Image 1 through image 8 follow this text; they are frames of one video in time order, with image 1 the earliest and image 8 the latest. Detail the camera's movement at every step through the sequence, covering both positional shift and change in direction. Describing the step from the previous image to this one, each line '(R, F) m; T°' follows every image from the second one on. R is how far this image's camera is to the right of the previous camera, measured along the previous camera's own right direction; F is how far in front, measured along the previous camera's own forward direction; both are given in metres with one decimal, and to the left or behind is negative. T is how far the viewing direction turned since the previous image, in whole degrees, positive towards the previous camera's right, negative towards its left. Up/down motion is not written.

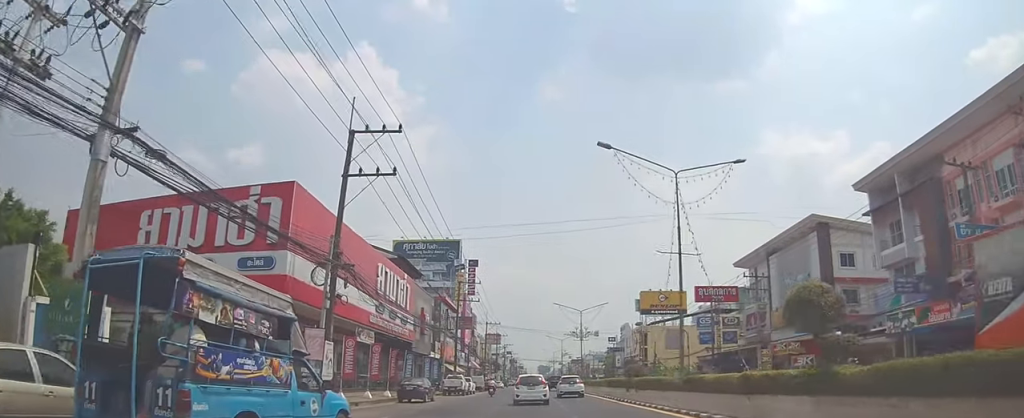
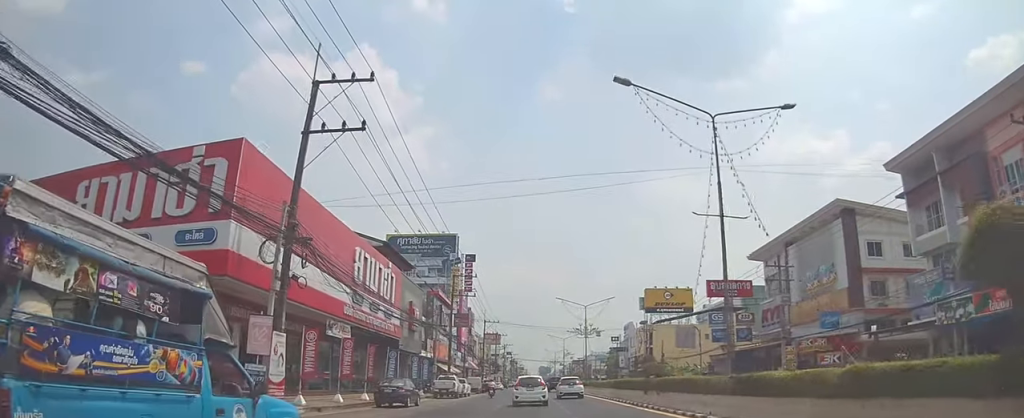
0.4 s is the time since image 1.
(0.0, +4.7) m; 0°
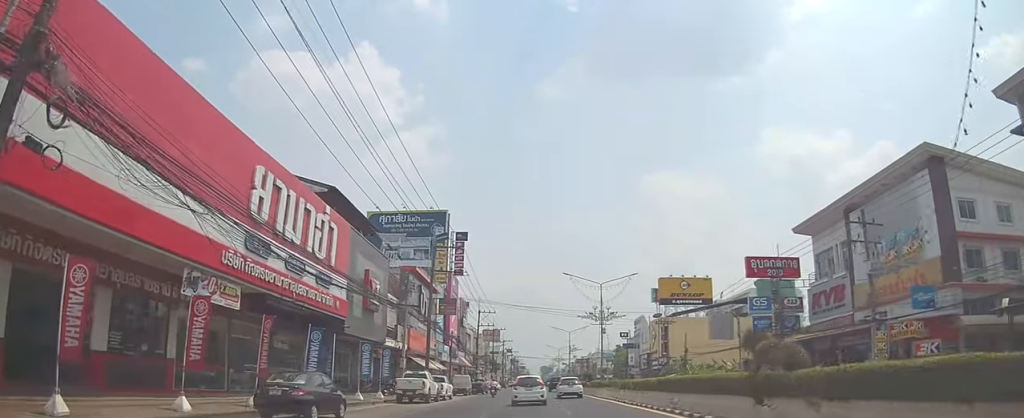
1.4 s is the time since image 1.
(0.0, +12.2) m; 0°
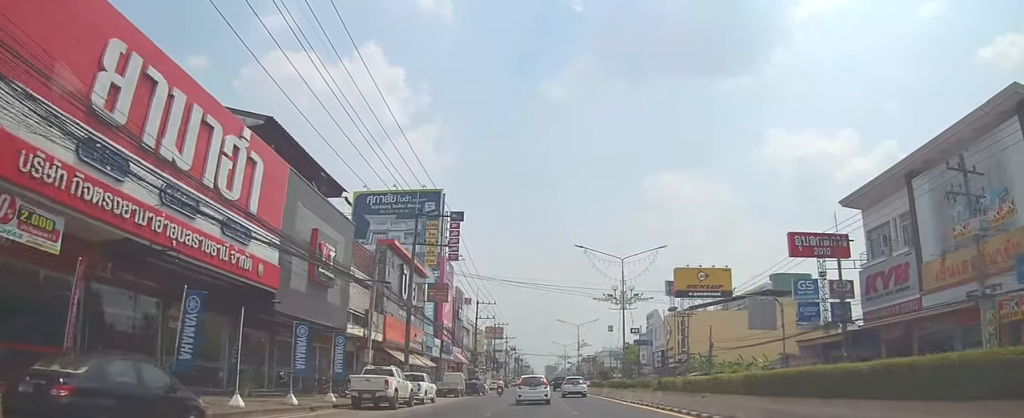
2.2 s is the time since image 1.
(0.0, +8.6) m; 0°
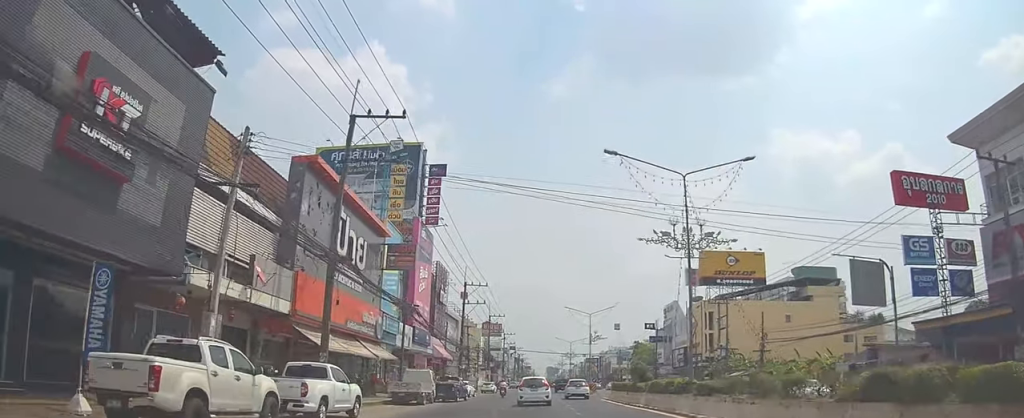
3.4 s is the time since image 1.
(+0.1, +14.6) m; +1°
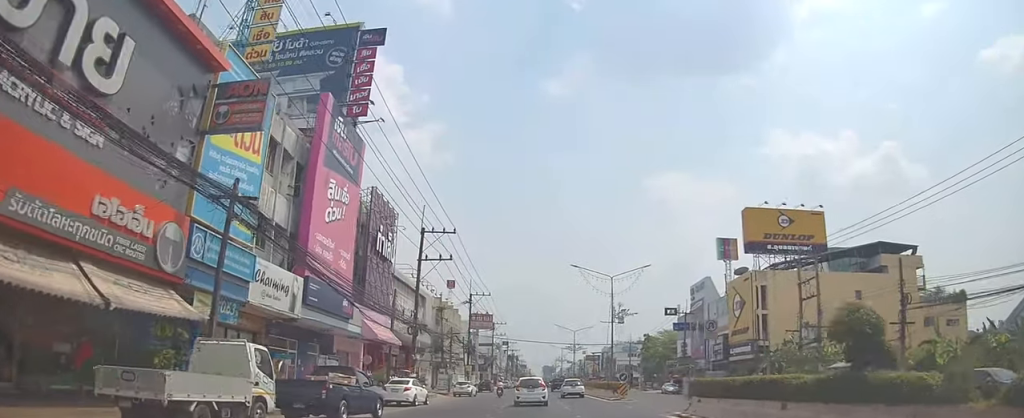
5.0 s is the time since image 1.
(+0.1, +20.7) m; 0°
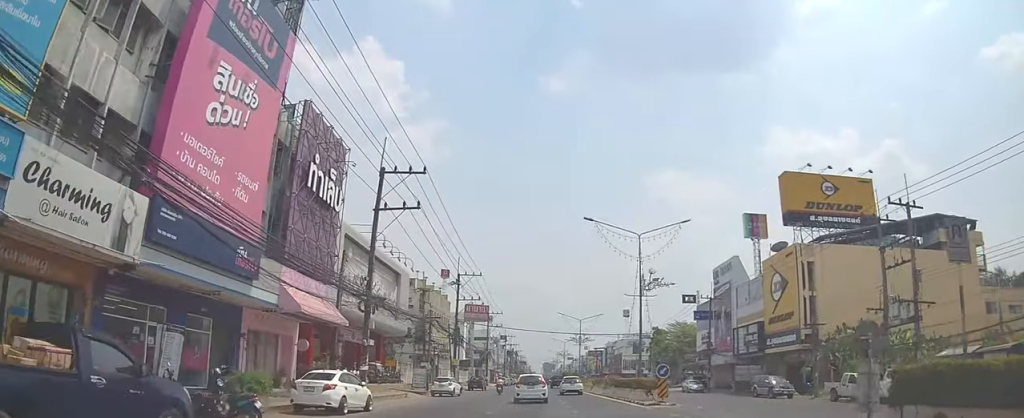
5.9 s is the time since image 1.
(0.0, +11.1) m; -2°
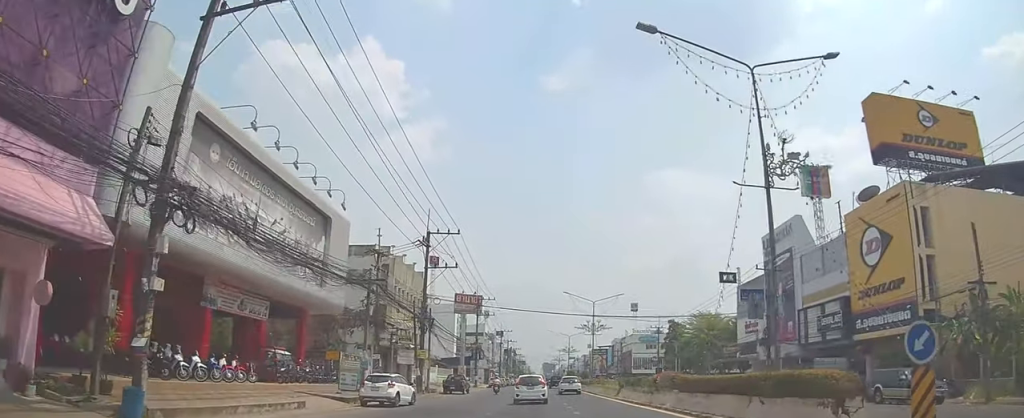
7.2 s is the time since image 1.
(-0.2, +17.7) m; +2°
